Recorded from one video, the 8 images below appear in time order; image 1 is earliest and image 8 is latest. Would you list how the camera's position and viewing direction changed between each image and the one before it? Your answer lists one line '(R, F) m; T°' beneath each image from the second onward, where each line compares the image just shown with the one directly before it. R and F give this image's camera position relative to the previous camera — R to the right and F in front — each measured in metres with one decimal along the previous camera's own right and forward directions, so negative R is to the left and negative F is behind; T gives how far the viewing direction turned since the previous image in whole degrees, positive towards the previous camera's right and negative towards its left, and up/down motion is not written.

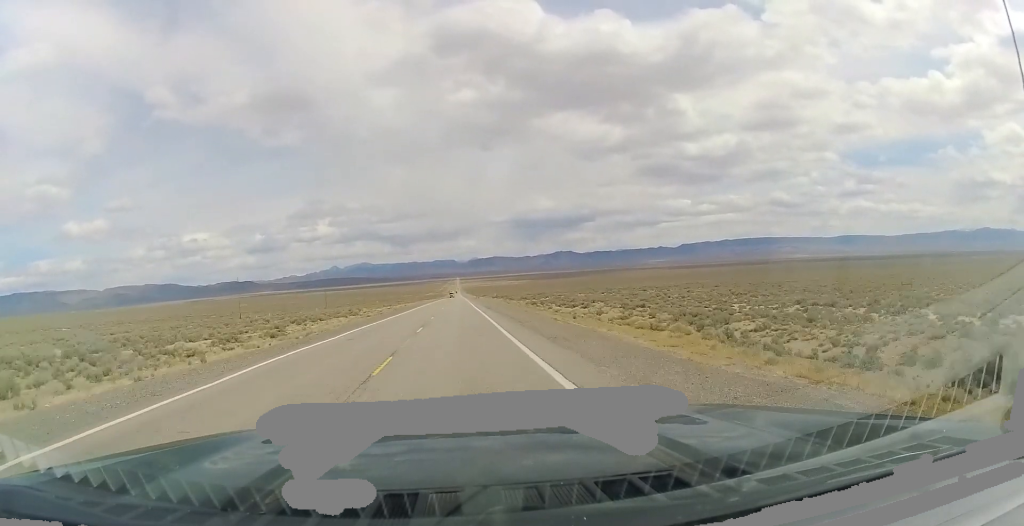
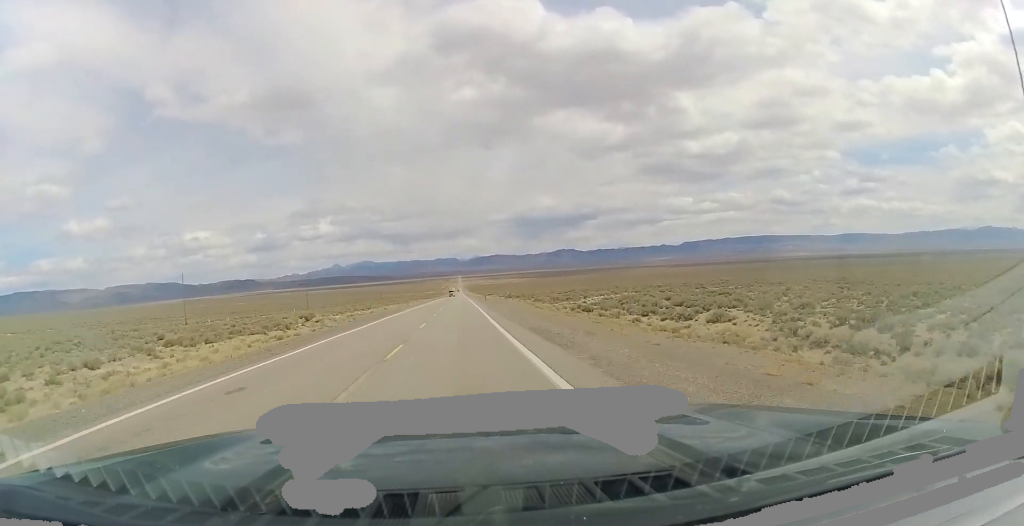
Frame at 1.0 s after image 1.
(0.0, +33.8) m; 0°
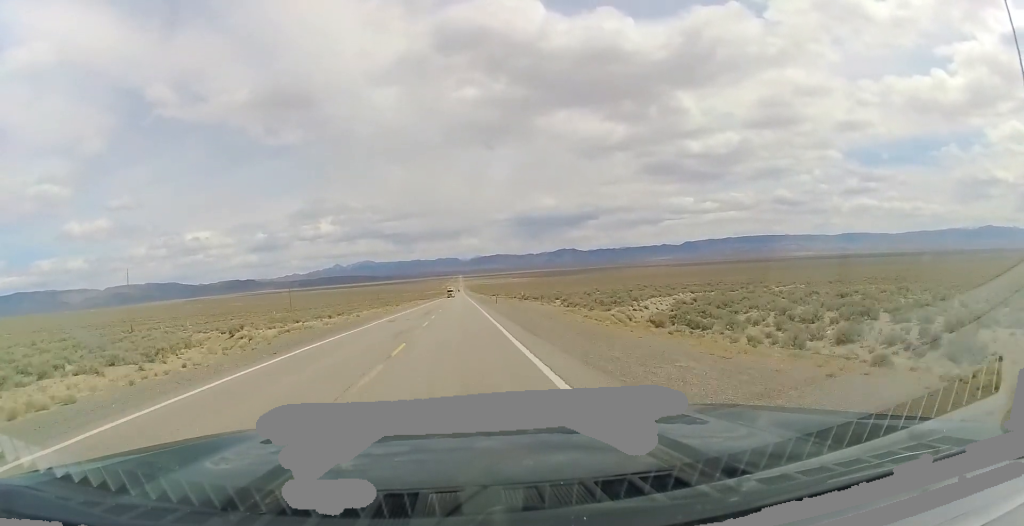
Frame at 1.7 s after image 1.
(0.0, +23.1) m; 0°
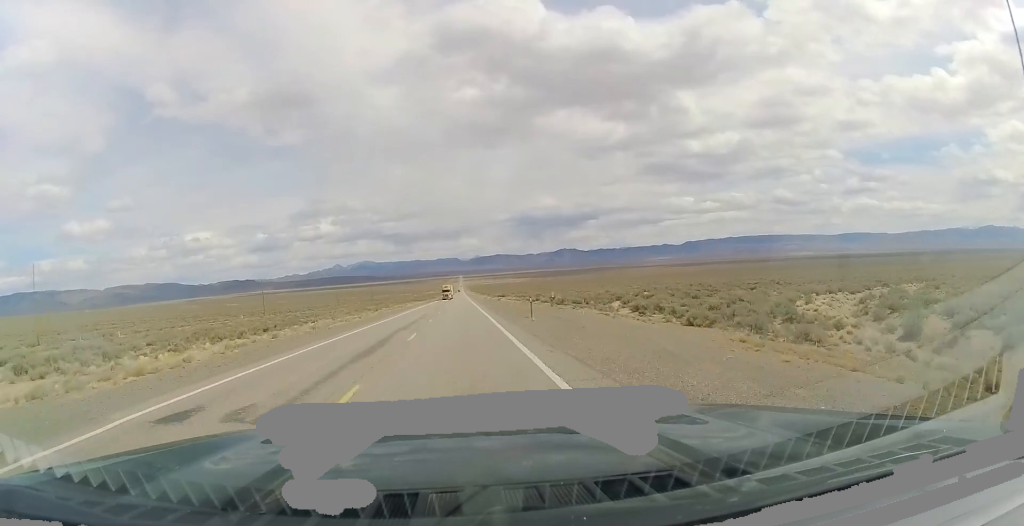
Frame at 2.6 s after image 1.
(+0.2, +27.7) m; 0°
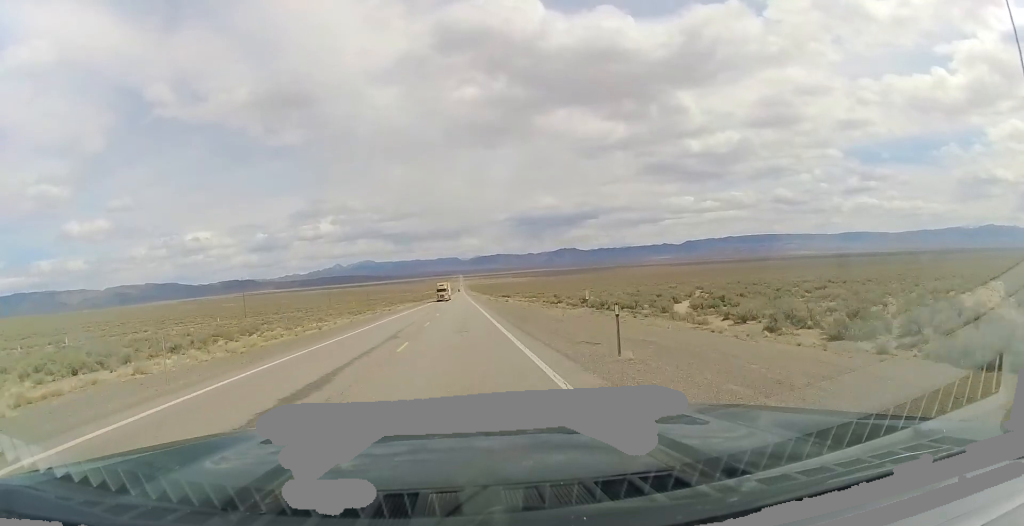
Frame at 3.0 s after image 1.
(-0.1, +15.5) m; -1°
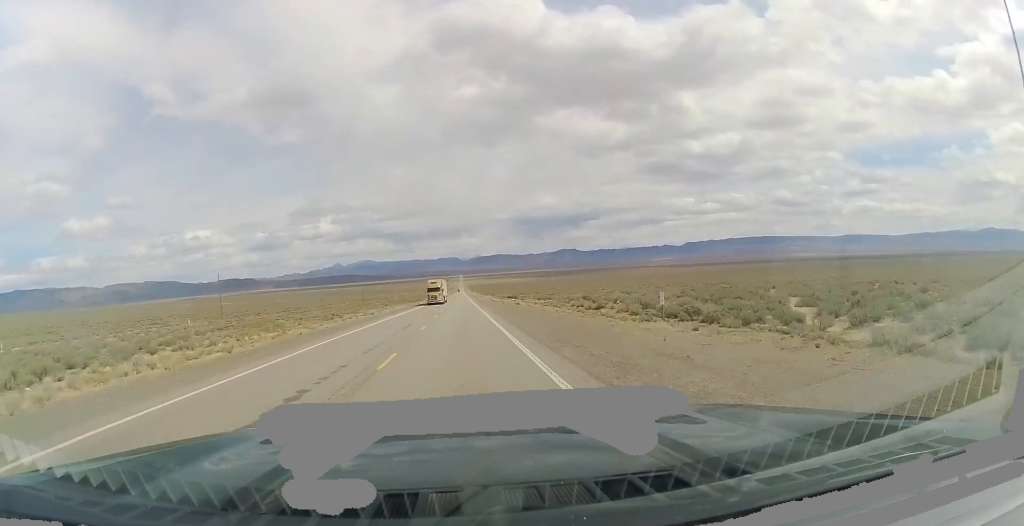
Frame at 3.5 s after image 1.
(-0.1, +15.7) m; 0°
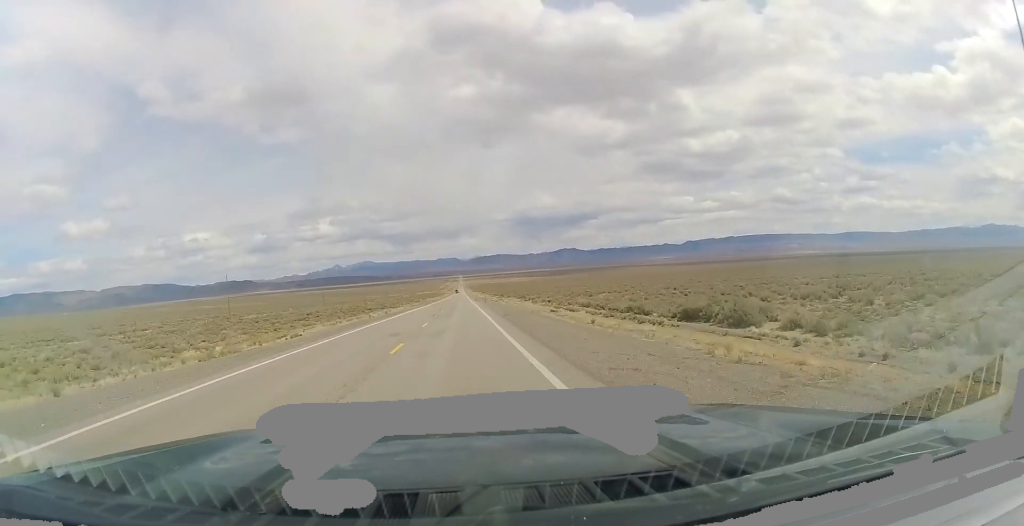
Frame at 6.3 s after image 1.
(+1.1, +95.5) m; +1°
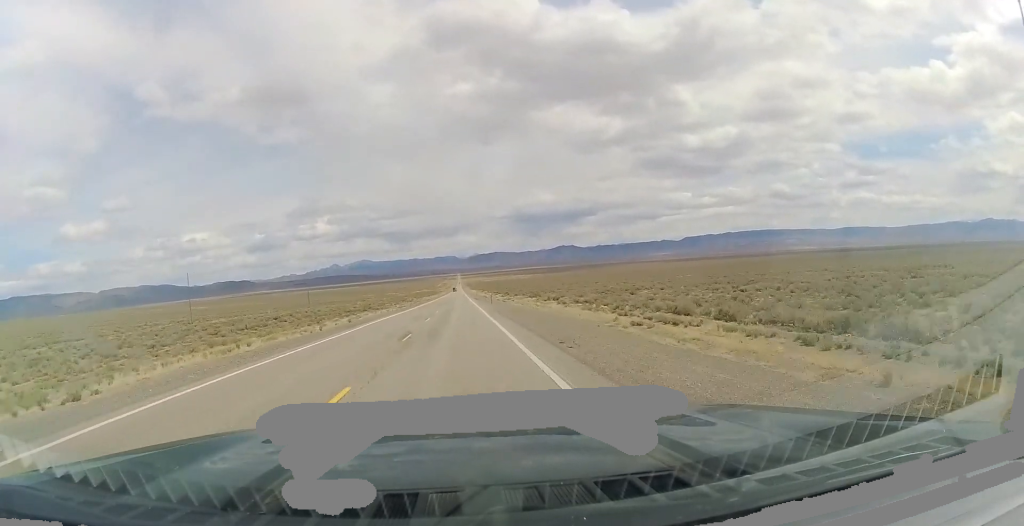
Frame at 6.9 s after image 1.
(0.0, +21.1) m; 0°
